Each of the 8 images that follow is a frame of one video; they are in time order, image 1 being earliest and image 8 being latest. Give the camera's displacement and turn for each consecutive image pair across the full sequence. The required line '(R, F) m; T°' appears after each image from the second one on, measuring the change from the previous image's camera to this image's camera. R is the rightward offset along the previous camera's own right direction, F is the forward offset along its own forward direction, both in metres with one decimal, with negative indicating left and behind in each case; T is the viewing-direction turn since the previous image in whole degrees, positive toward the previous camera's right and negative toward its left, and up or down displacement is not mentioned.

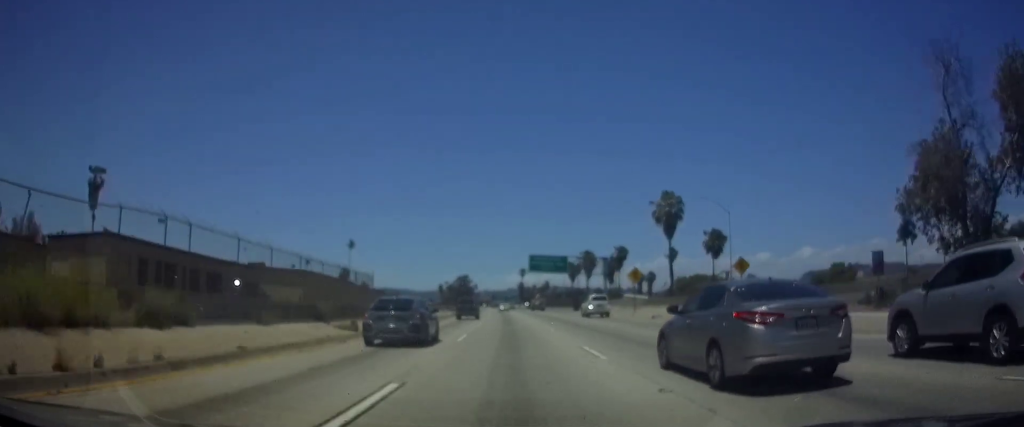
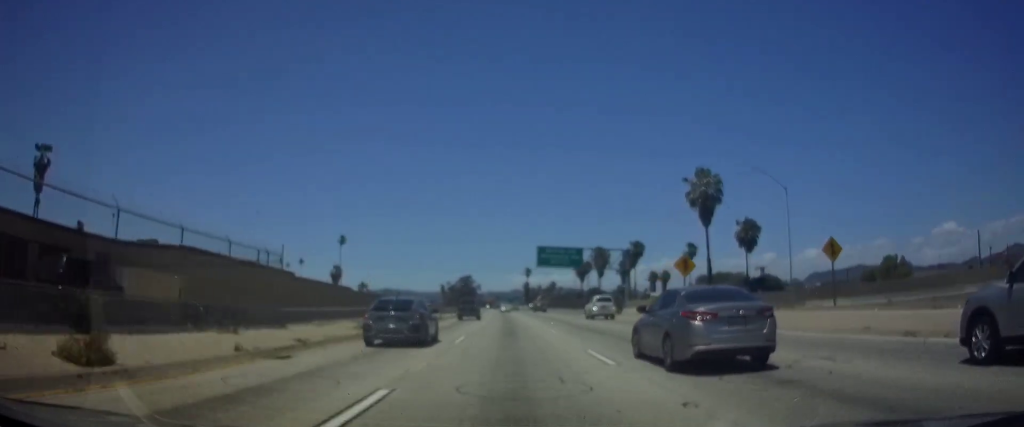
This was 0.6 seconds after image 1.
(0.0, +15.7) m; 0°
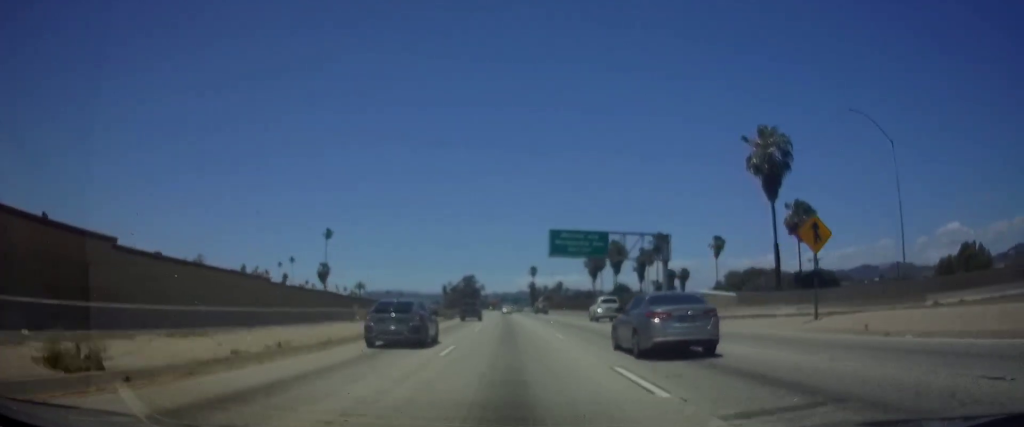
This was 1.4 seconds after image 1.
(-0.1, +19.1) m; -1°
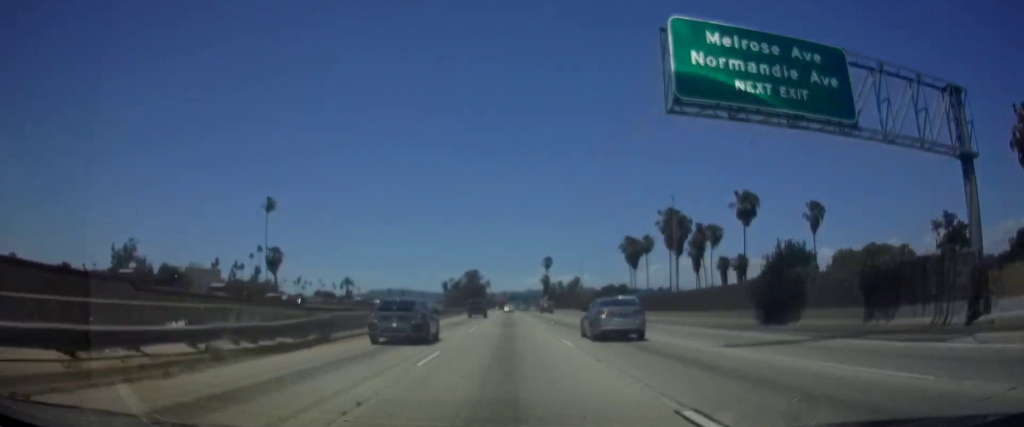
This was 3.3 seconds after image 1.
(-0.3, +47.6) m; -1°
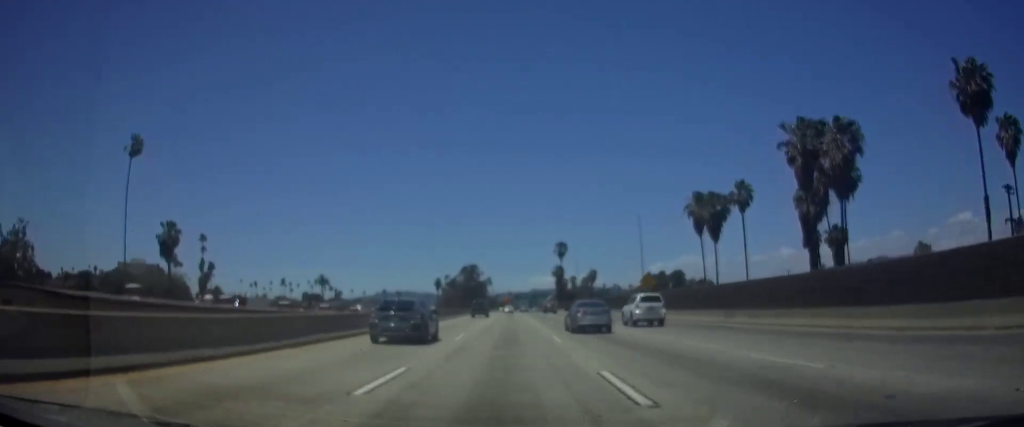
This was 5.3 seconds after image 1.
(-0.6, +50.9) m; -1°
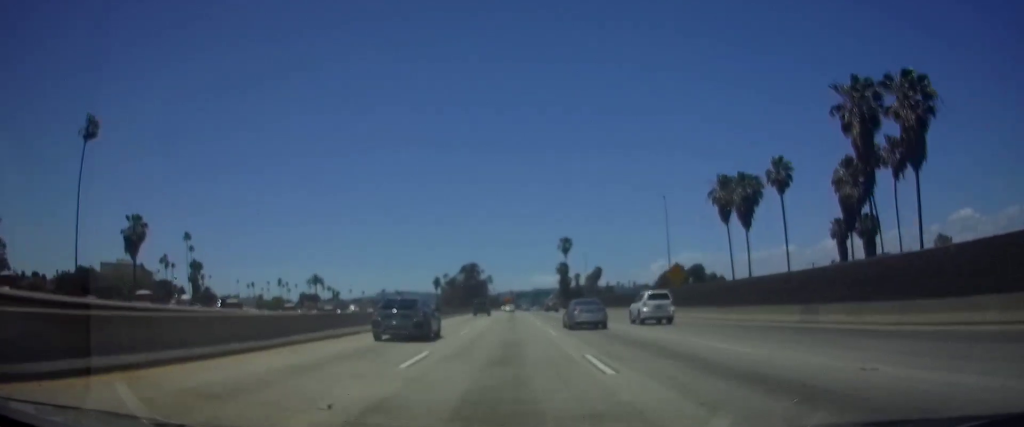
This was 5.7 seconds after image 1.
(0.0, +11.1) m; 0°
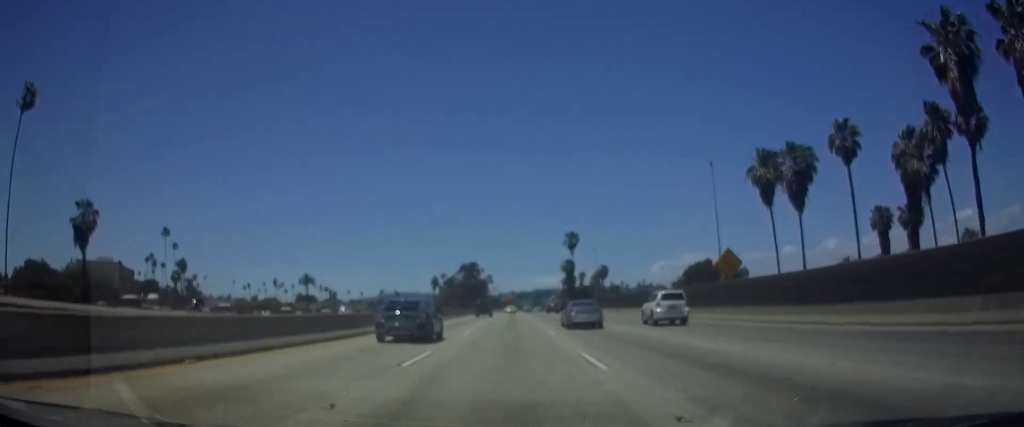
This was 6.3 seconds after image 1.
(0.0, +13.7) m; 0°
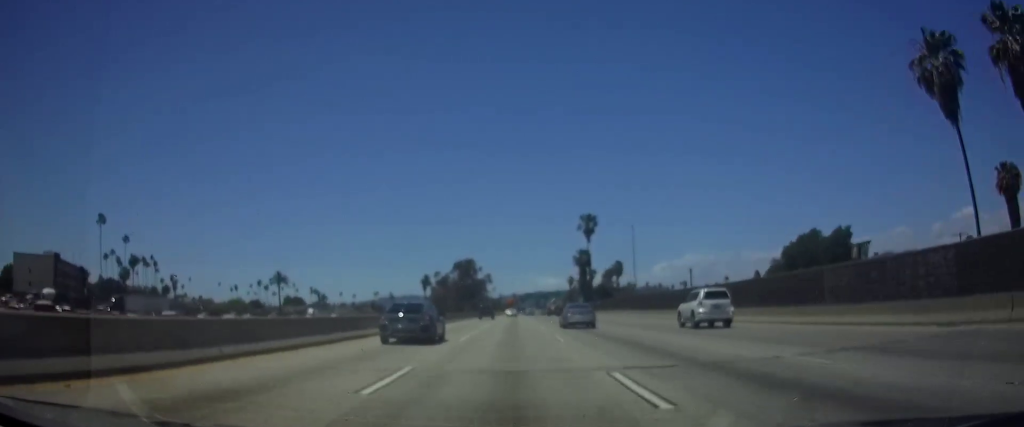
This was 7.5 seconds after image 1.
(-0.1, +32.5) m; 0°
